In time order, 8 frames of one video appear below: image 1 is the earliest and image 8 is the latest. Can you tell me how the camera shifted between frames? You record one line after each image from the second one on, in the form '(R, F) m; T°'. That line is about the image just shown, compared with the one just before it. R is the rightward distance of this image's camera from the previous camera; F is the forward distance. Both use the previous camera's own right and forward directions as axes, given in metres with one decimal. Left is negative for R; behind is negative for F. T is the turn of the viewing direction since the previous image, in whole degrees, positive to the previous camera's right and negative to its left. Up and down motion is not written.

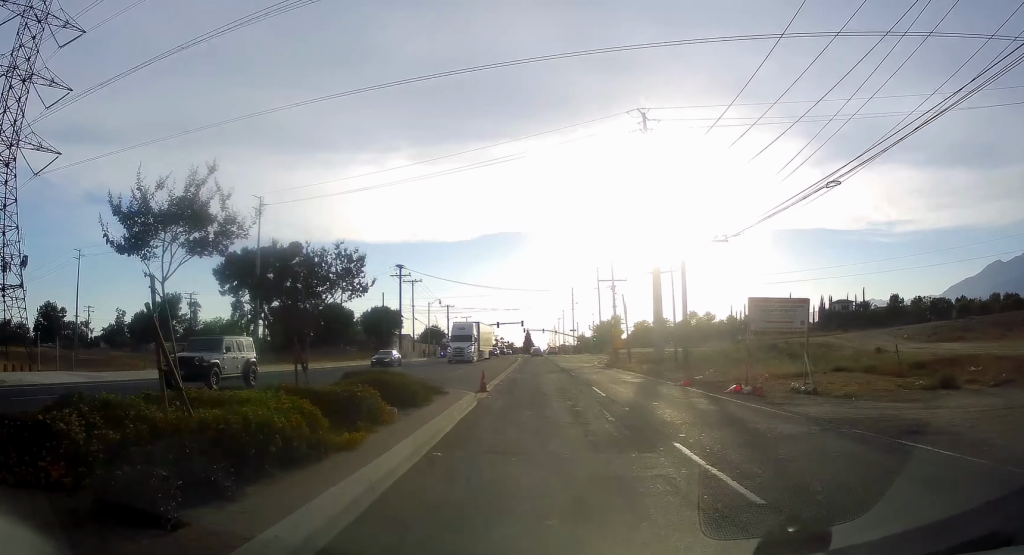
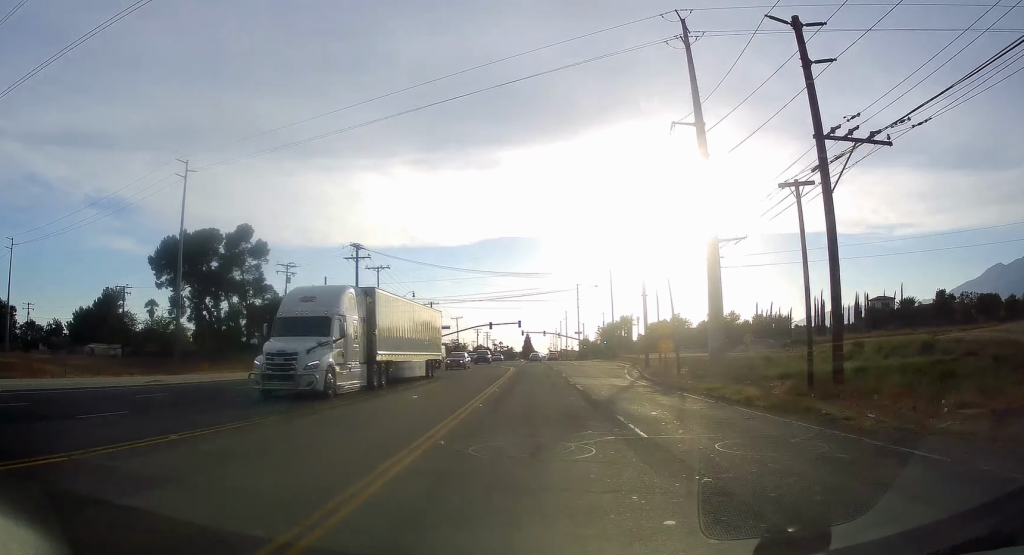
(+0.2, +23.1) m; +1°
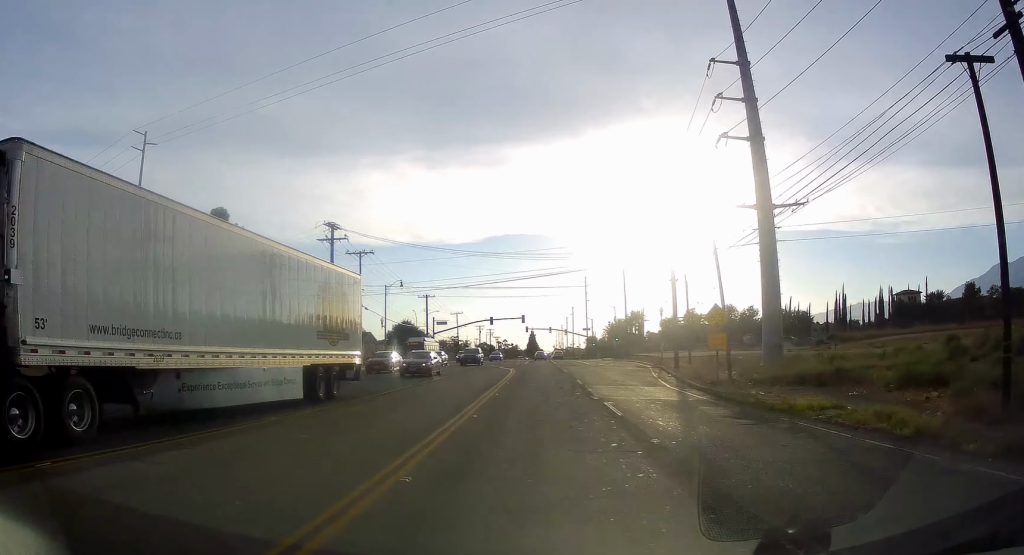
(+0.1, +10.7) m; 0°
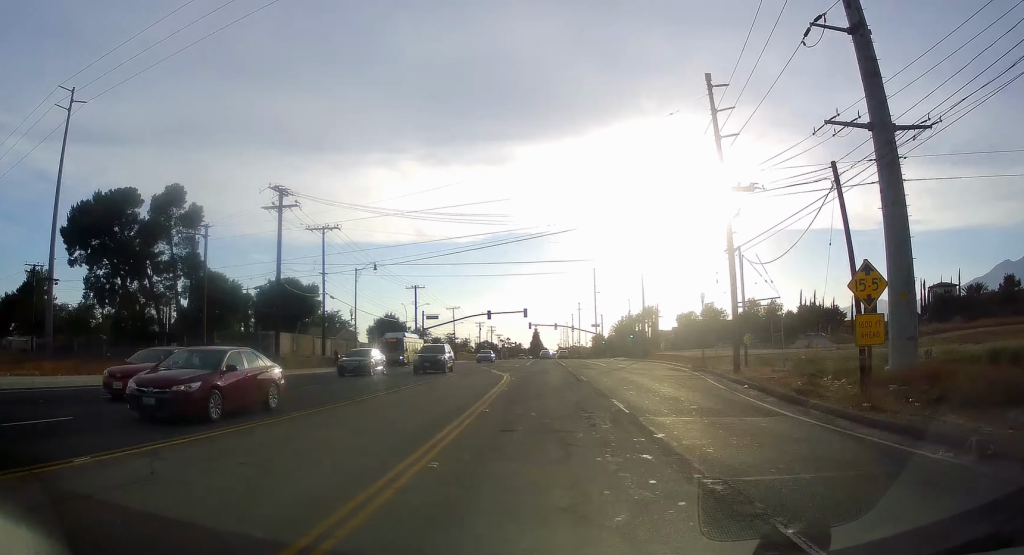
(0.0, +13.9) m; 0°
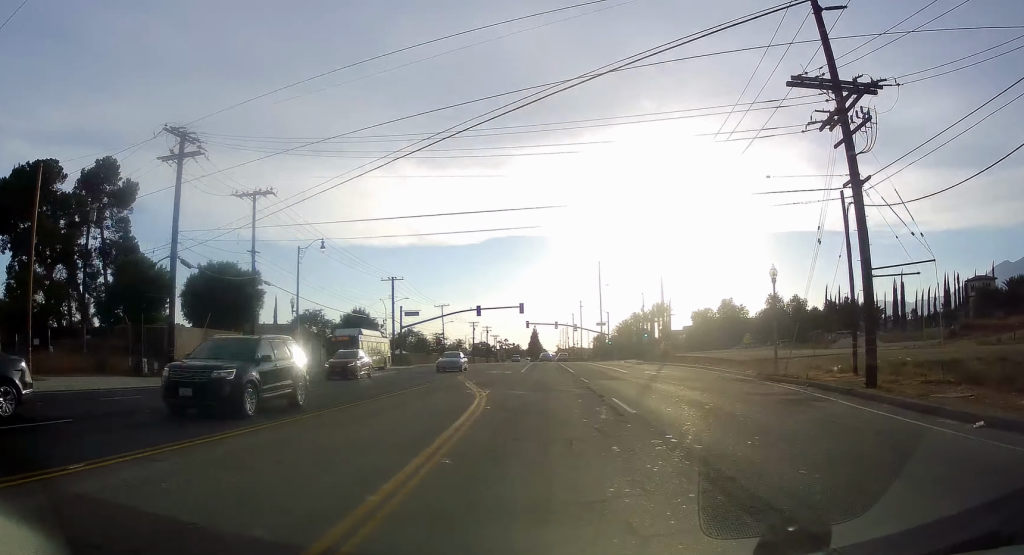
(0.0, +14.8) m; 0°
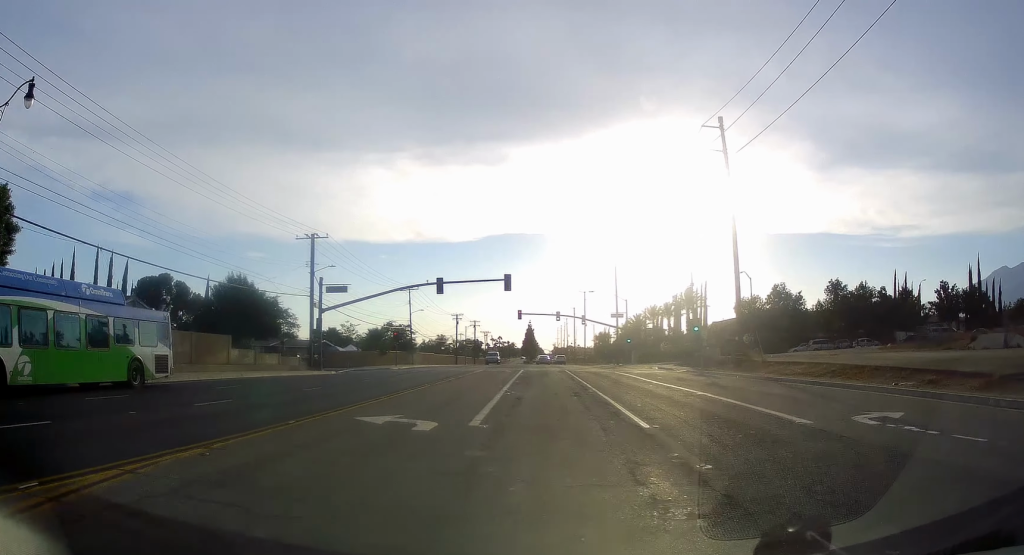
(-0.7, +30.3) m; -2°
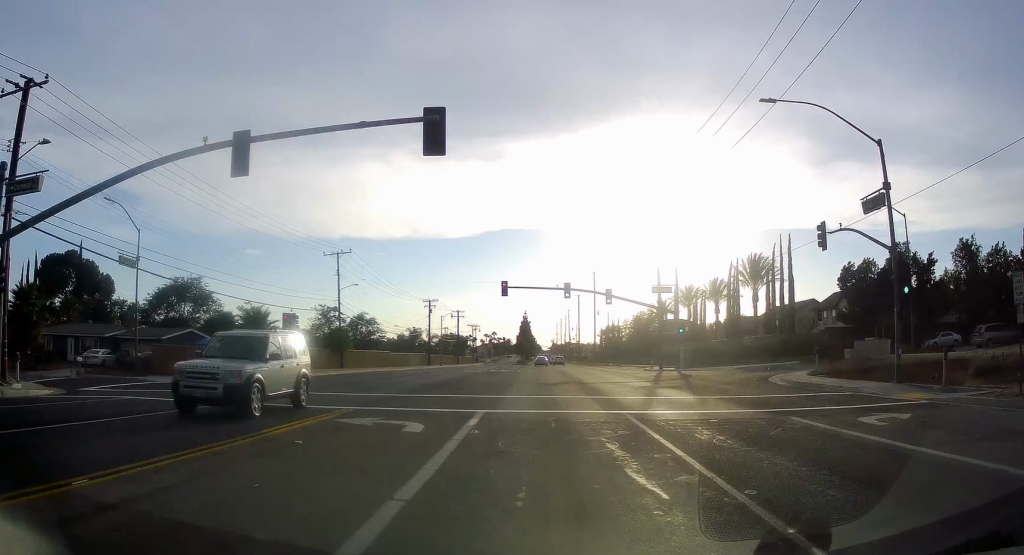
(+0.7, +36.4) m; +2°
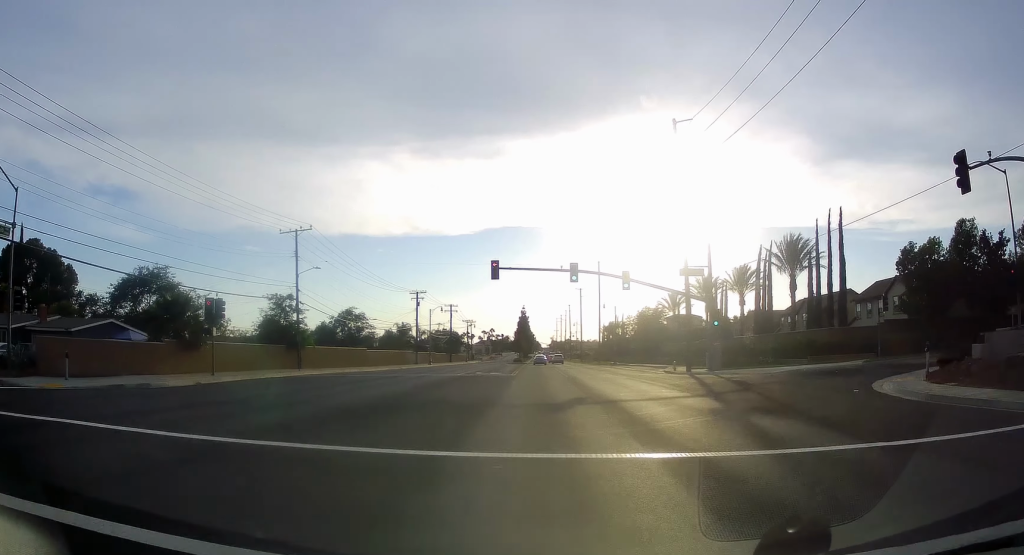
(0.0, +12.0) m; 0°
